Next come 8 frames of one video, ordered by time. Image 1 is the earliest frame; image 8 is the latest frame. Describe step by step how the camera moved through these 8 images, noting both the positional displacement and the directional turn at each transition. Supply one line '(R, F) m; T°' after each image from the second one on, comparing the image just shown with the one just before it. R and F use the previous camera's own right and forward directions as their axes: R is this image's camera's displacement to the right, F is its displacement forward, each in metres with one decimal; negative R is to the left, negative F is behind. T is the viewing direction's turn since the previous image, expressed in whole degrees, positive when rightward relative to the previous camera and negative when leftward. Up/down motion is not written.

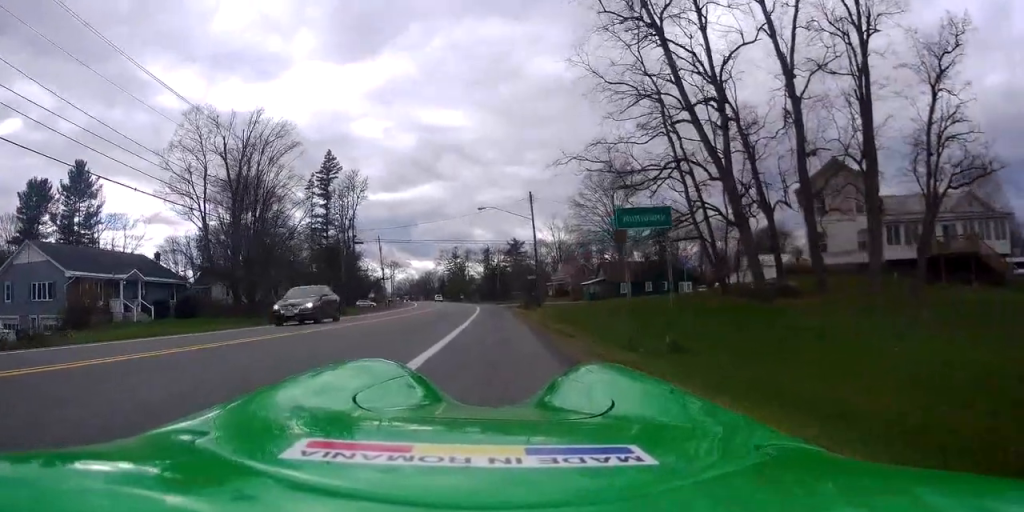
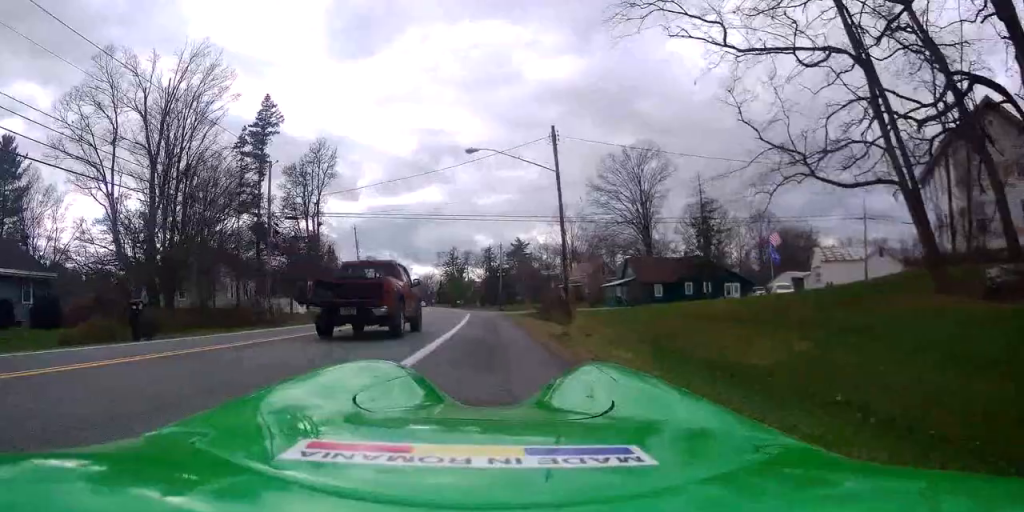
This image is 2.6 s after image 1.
(-0.5, +17.7) m; -7°
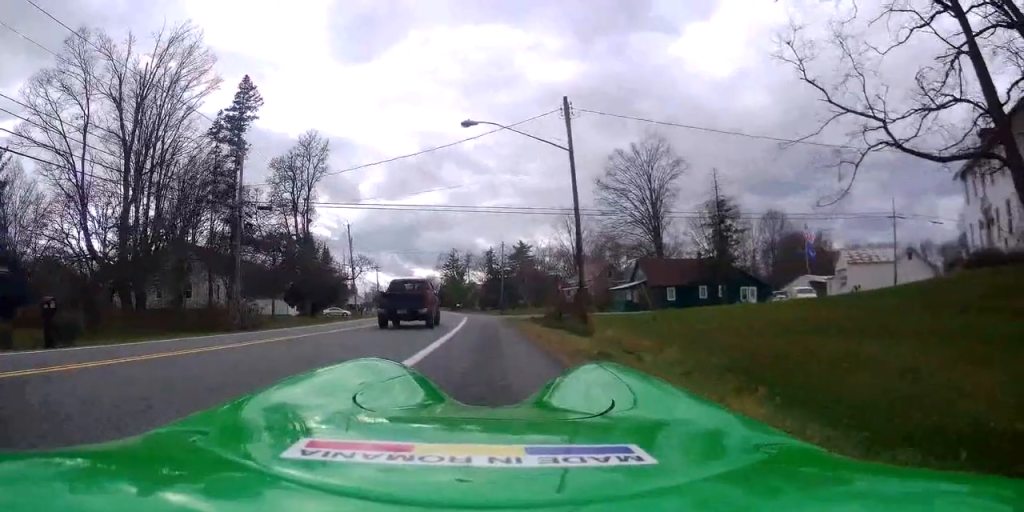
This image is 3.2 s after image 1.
(-0.1, +4.5) m; 0°
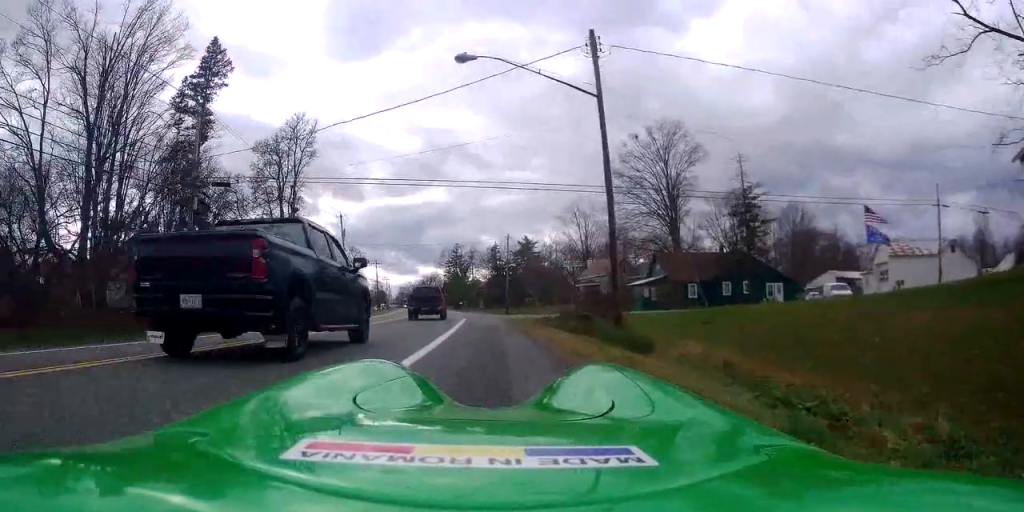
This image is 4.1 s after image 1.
(+0.3, +5.7) m; +4°
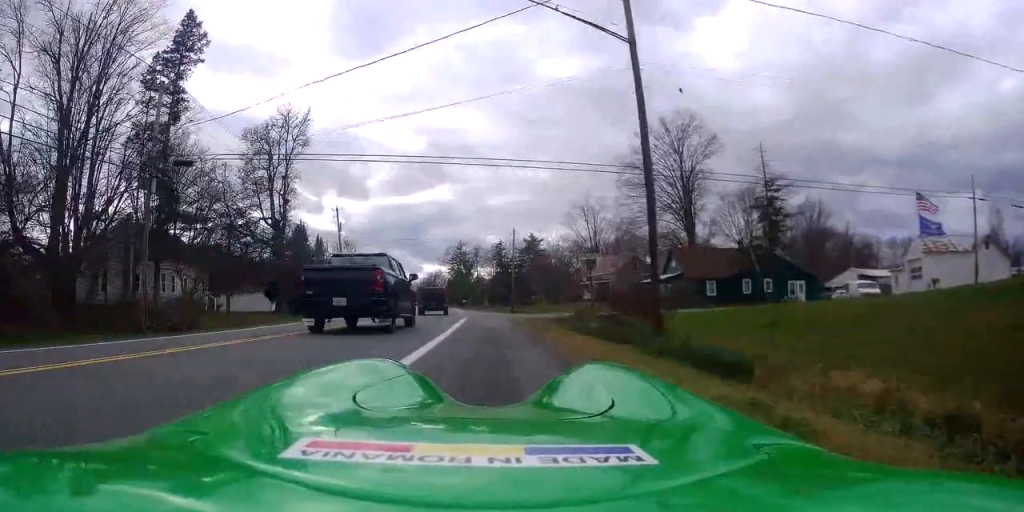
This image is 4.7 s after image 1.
(0.0, +3.7) m; +2°
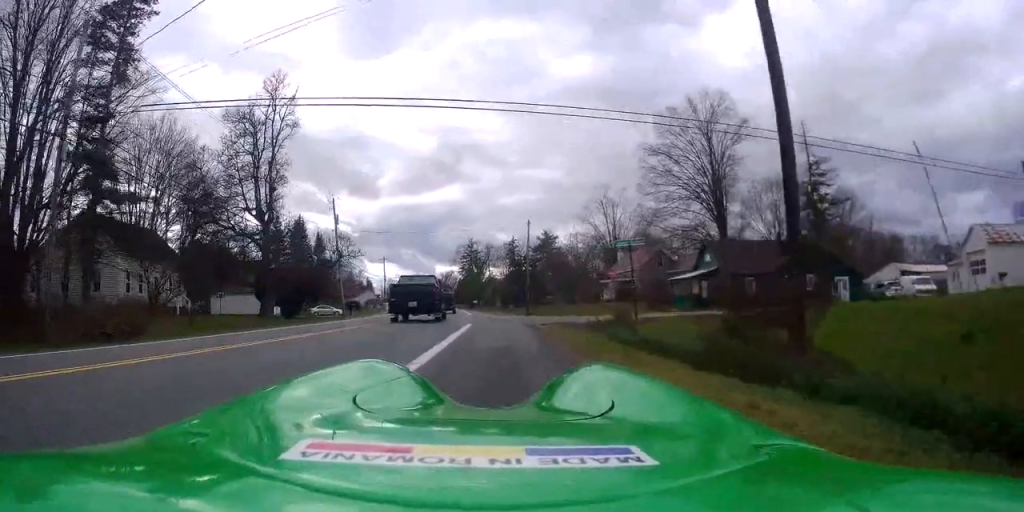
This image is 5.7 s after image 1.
(+0.2, +6.0) m; -6°
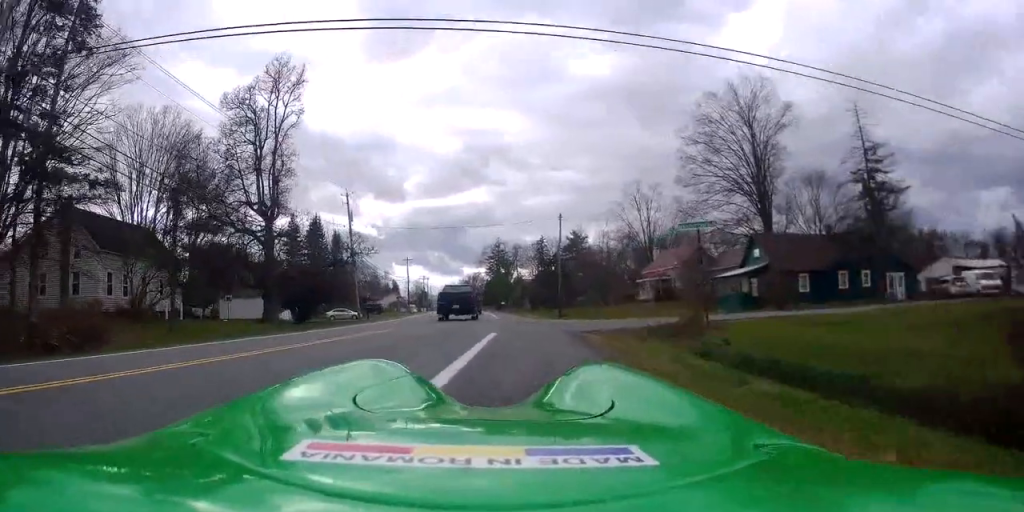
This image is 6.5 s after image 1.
(-0.4, +4.7) m; -6°
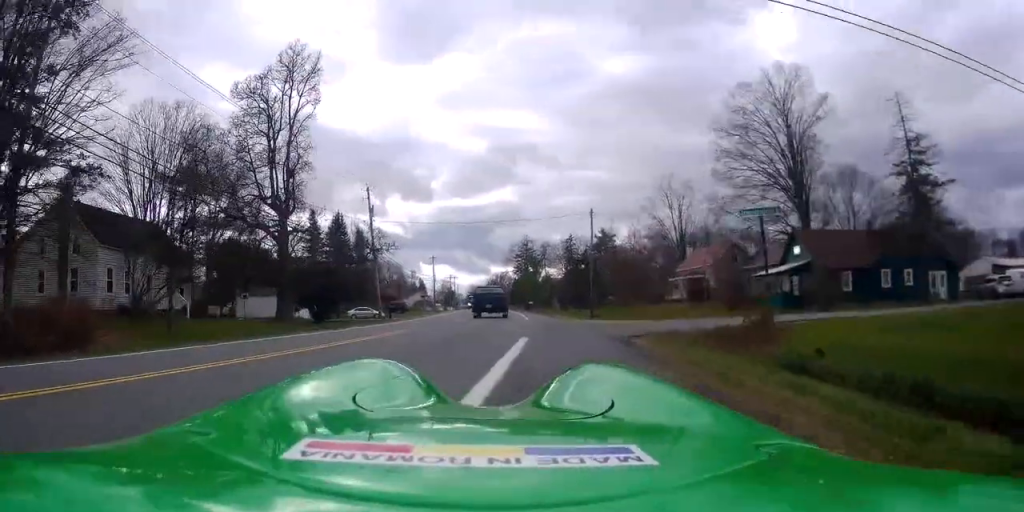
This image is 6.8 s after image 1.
(-0.3, +2.2) m; -2°
